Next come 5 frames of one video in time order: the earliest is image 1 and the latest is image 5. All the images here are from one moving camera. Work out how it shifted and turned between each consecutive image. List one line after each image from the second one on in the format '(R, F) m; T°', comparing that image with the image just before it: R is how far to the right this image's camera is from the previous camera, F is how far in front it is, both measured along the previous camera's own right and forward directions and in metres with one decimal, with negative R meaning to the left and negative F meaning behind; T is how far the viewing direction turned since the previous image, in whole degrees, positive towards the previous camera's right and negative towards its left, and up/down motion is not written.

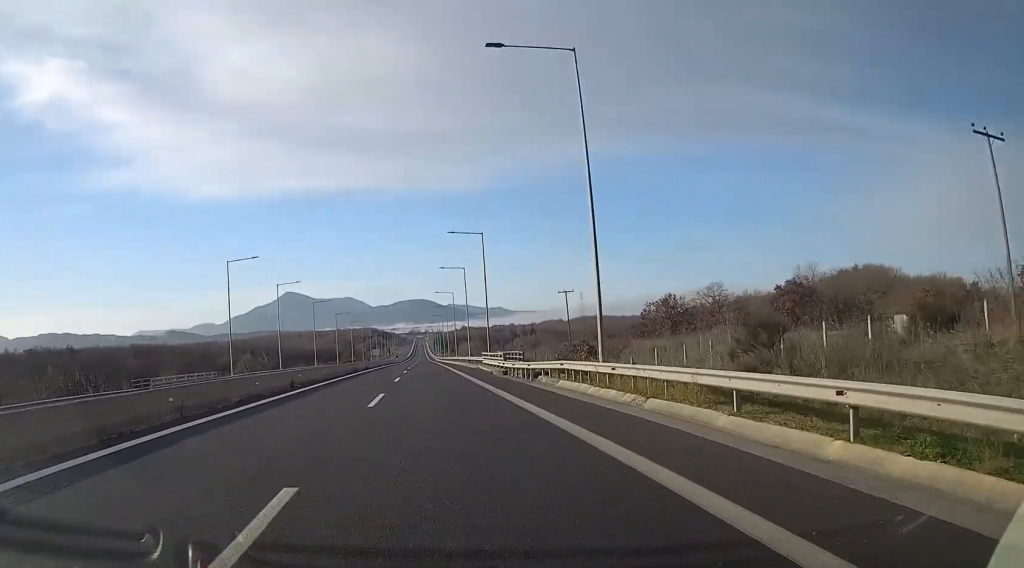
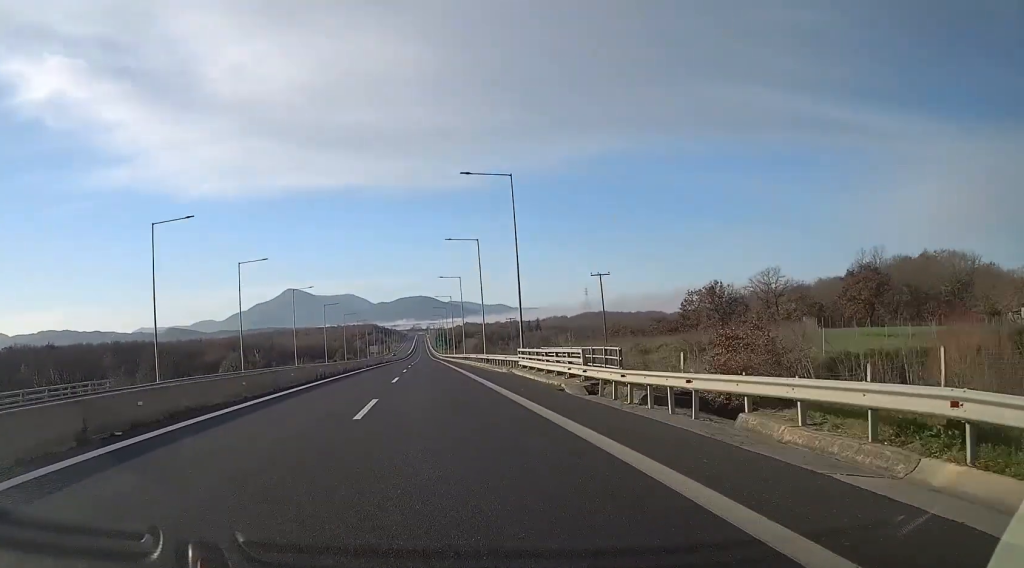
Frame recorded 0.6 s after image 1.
(0.0, +22.3) m; 0°
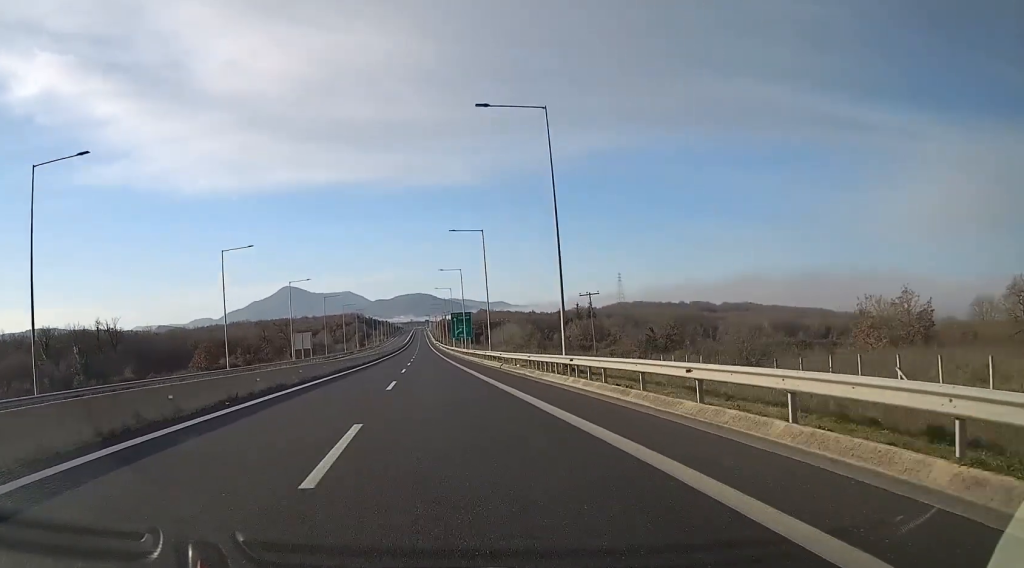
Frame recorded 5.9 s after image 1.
(+0.3, +188.1) m; 0°
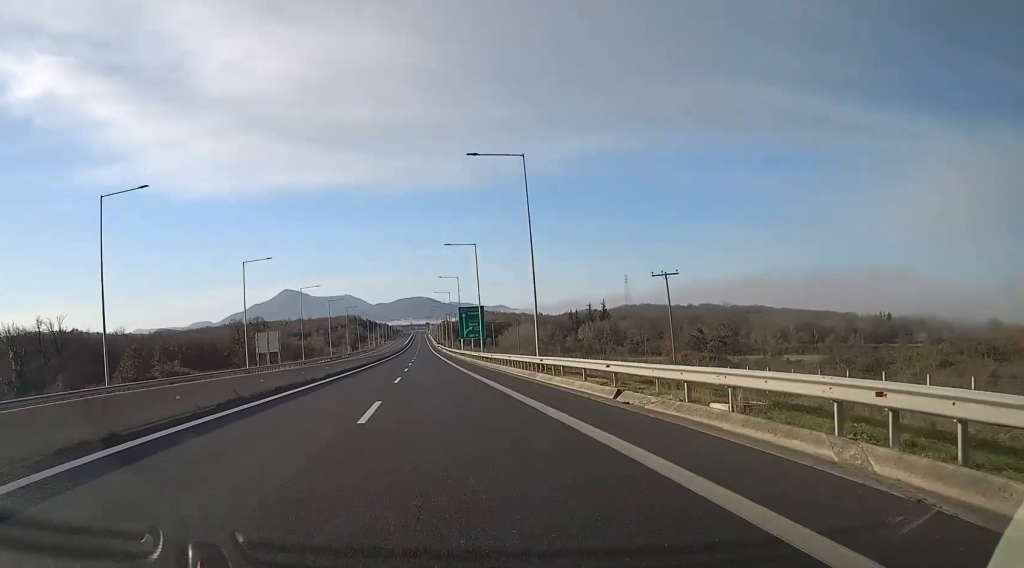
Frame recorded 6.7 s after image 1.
(-0.1, +29.2) m; 0°
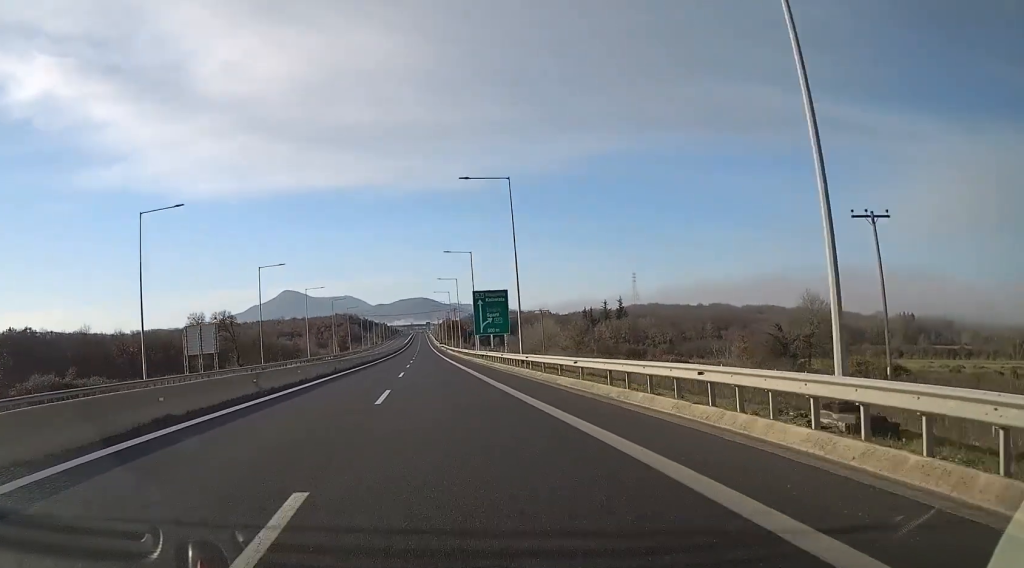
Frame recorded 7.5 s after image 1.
(+0.2, +31.9) m; 0°
